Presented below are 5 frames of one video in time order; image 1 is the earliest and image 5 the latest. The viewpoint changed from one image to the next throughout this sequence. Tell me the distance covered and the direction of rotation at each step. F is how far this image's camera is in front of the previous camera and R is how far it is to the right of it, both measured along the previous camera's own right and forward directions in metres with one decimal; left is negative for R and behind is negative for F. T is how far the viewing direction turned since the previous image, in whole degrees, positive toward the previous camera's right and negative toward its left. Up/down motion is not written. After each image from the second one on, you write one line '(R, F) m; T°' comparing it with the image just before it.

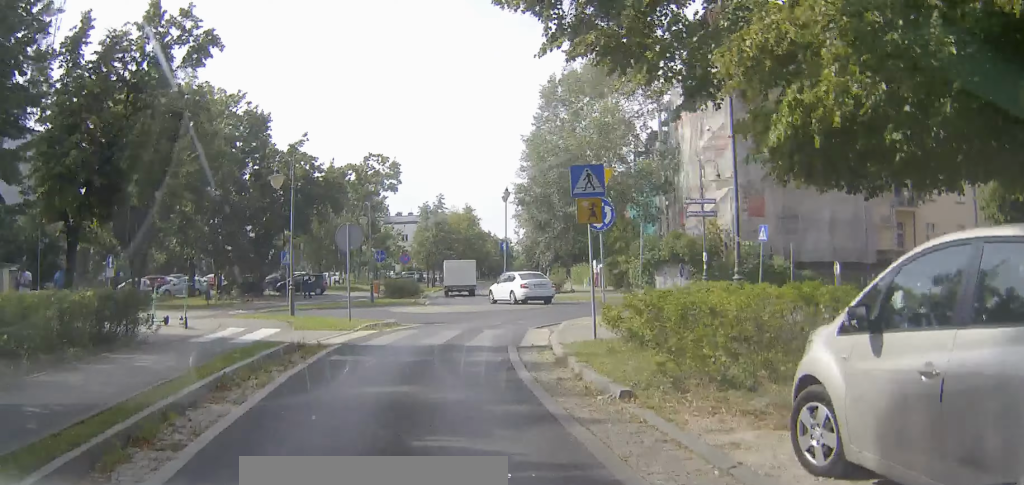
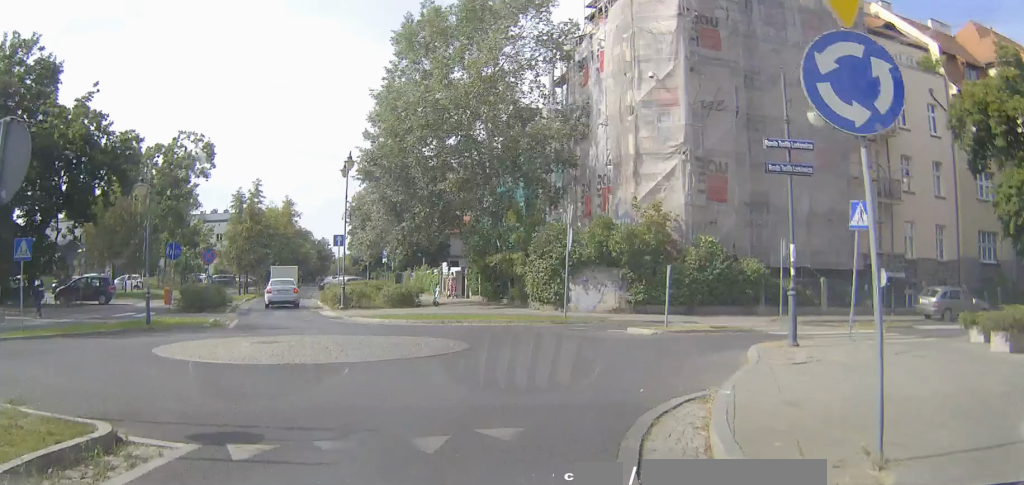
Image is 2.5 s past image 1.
(+1.4, +15.0) m; +13°
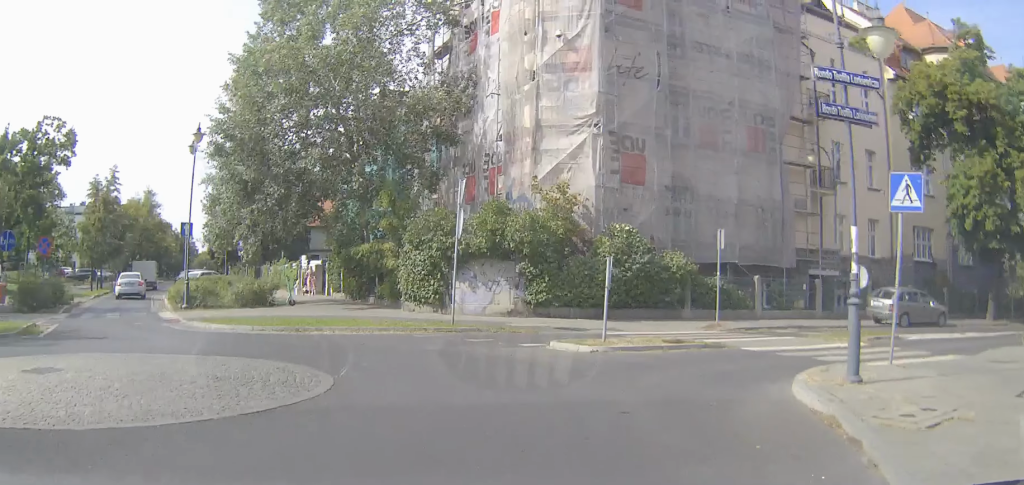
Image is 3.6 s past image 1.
(+0.4, +5.6) m; +5°
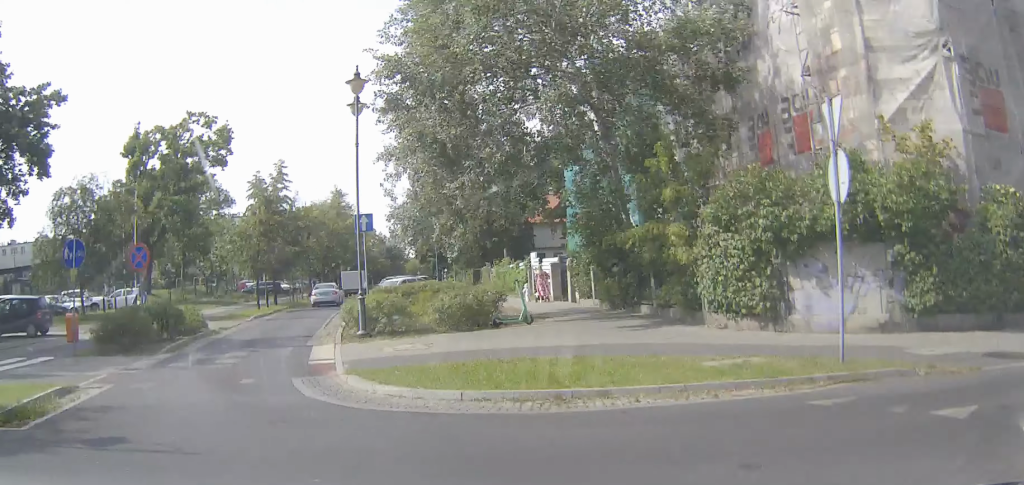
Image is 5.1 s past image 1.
(+0.2, +8.6) m; -8°
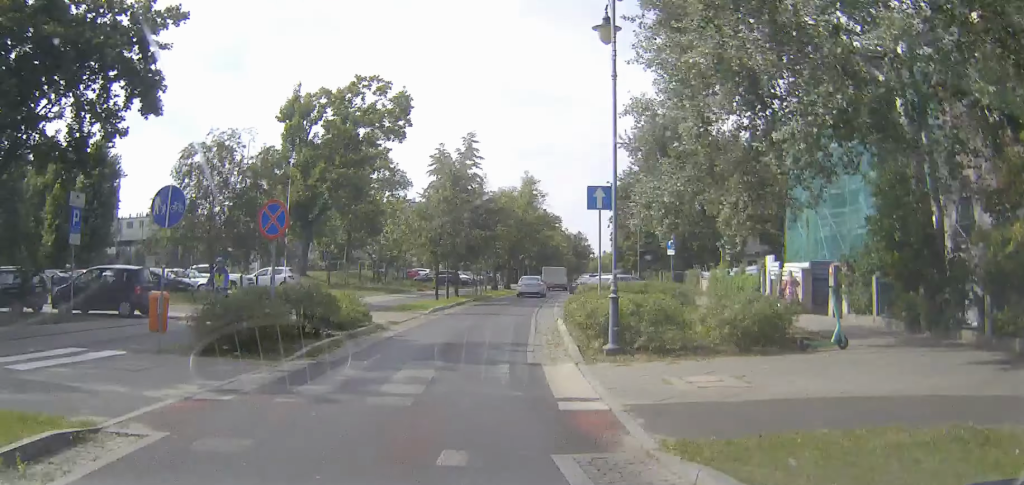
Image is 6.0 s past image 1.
(-0.7, +5.9) m; -7°
